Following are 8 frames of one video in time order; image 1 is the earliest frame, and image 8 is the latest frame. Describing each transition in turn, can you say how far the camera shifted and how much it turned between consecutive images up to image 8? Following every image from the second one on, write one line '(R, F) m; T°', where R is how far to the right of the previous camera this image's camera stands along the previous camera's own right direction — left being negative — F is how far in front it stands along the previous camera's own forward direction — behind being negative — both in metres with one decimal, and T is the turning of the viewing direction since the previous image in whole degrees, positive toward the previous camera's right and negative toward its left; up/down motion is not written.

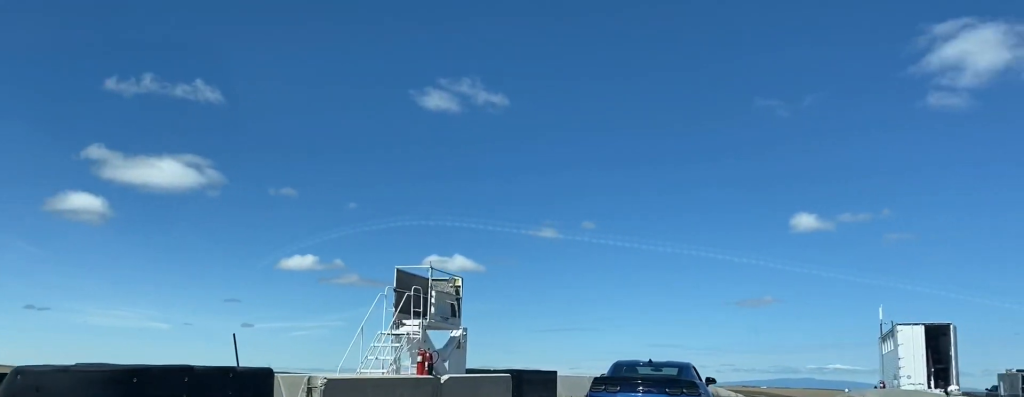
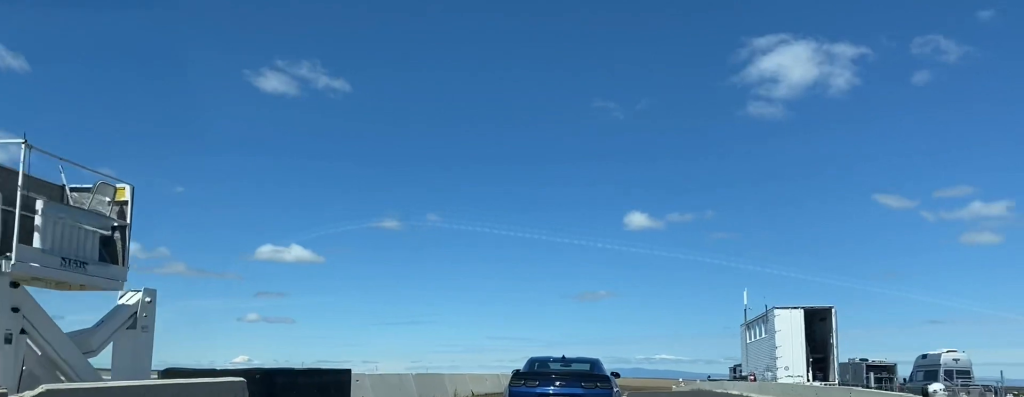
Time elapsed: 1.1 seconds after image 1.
(+0.6, +8.0) m; +10°
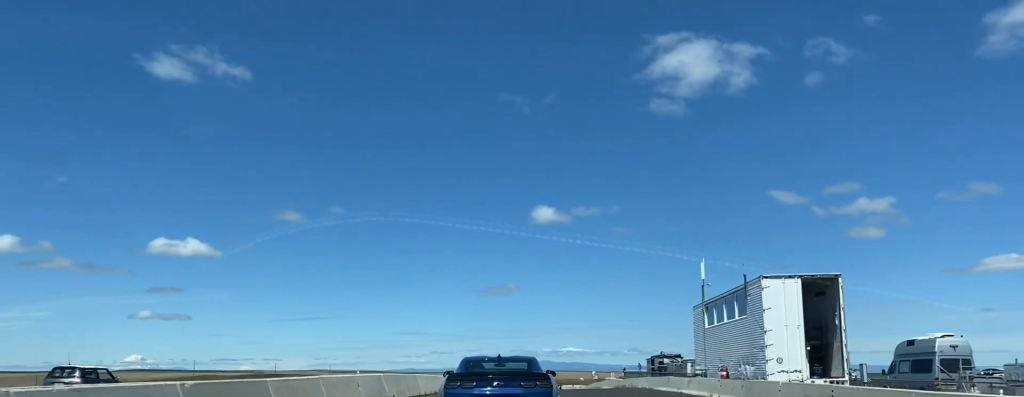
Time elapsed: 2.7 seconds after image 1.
(+1.2, +10.5) m; +9°
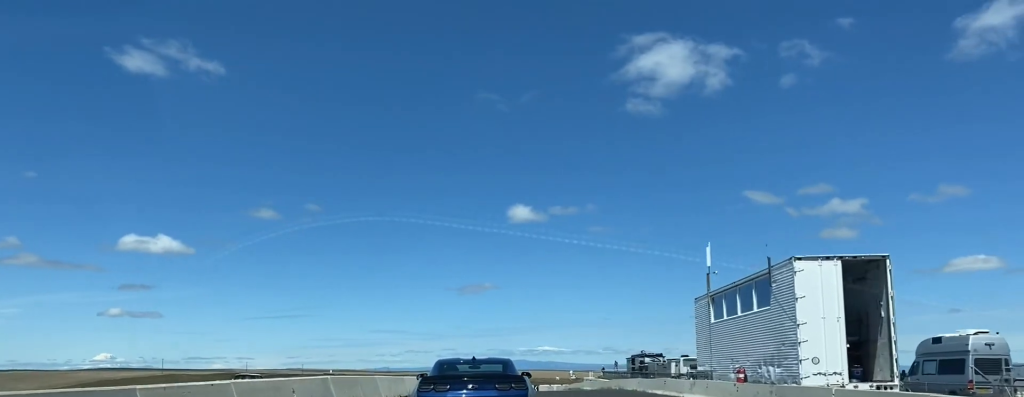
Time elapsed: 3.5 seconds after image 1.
(0.0, +5.0) m; 0°
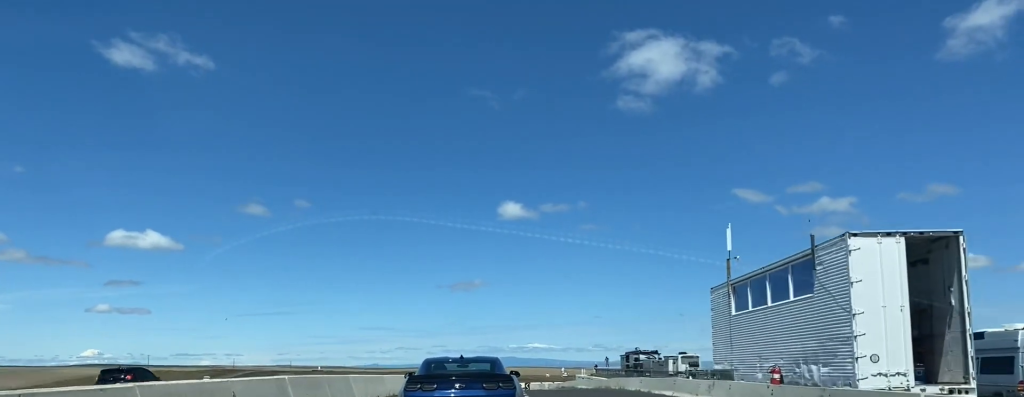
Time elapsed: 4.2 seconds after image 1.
(0.0, +3.9) m; 0°
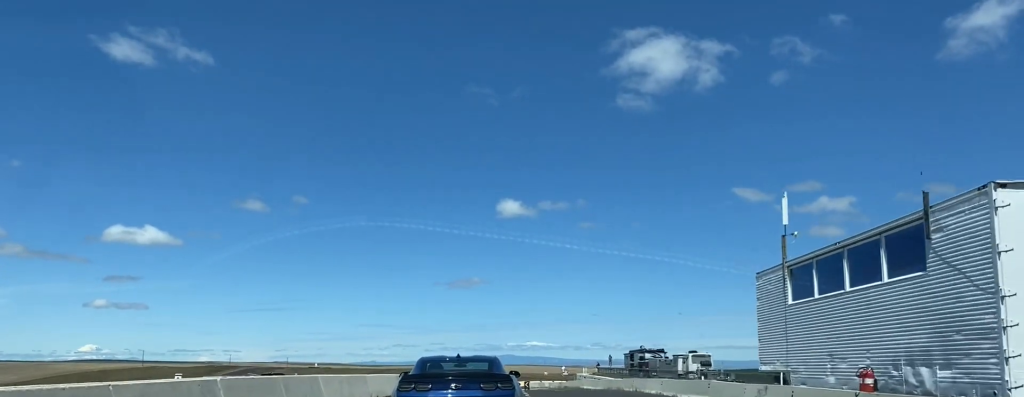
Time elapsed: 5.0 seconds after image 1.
(0.0, +4.8) m; -1°
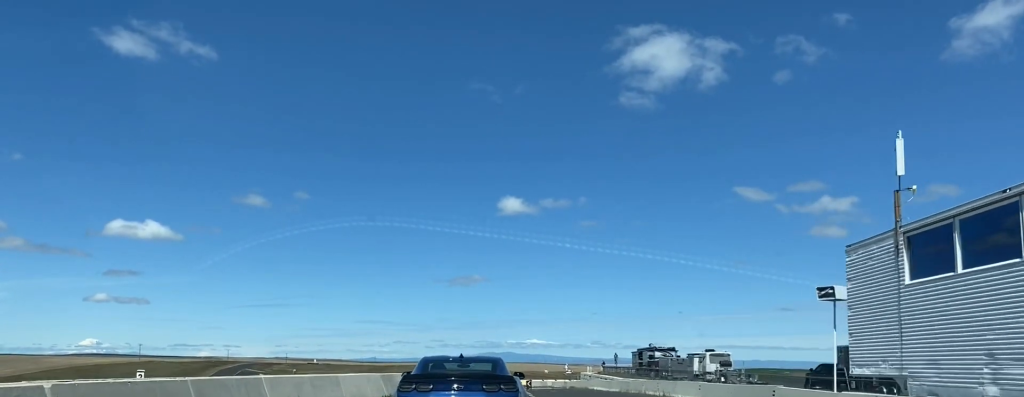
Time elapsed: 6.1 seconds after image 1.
(0.0, +5.7) m; +1°
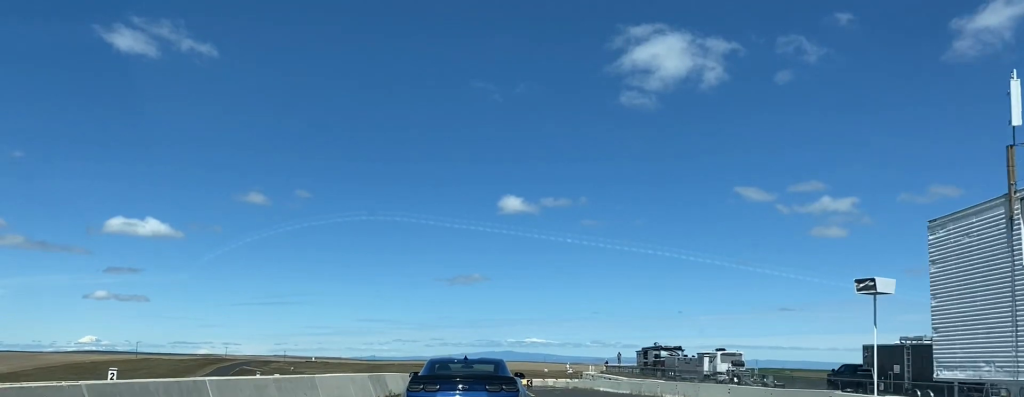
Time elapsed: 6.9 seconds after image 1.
(0.0, +4.2) m; +2°
